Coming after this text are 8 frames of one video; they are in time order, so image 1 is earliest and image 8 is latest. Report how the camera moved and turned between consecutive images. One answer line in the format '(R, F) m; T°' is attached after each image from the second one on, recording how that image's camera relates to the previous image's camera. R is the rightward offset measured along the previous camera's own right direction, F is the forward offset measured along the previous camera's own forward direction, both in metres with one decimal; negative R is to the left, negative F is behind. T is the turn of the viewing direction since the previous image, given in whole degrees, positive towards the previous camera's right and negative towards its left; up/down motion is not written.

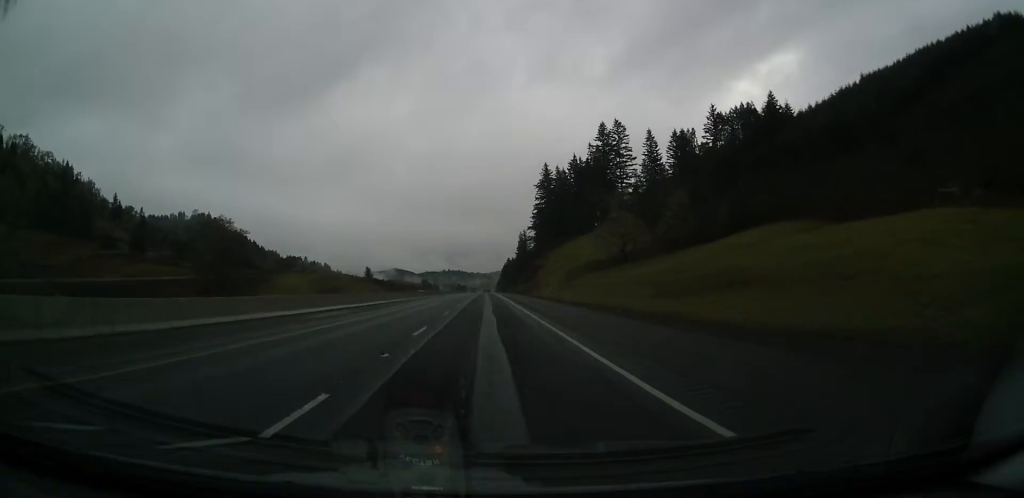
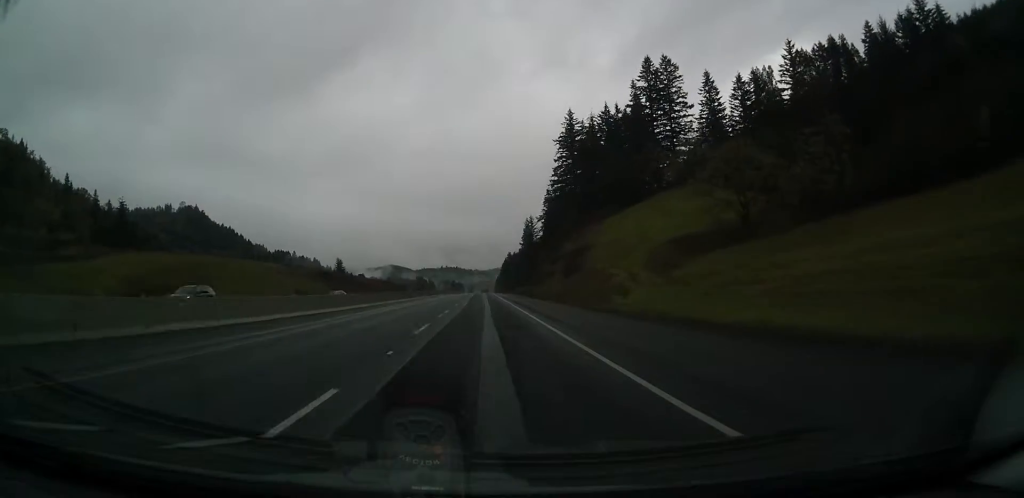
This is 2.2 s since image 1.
(-0.1, +72.8) m; -1°
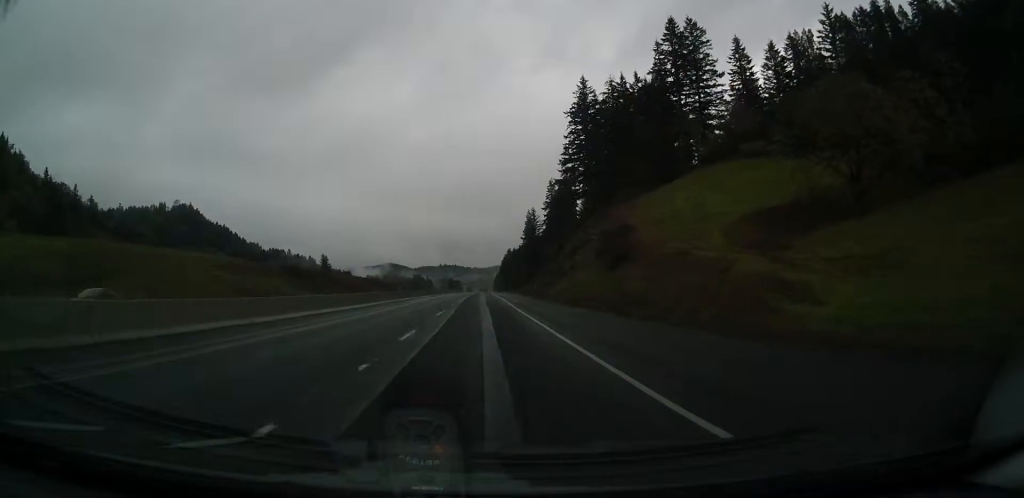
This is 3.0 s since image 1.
(0.0, +26.5) m; +1°
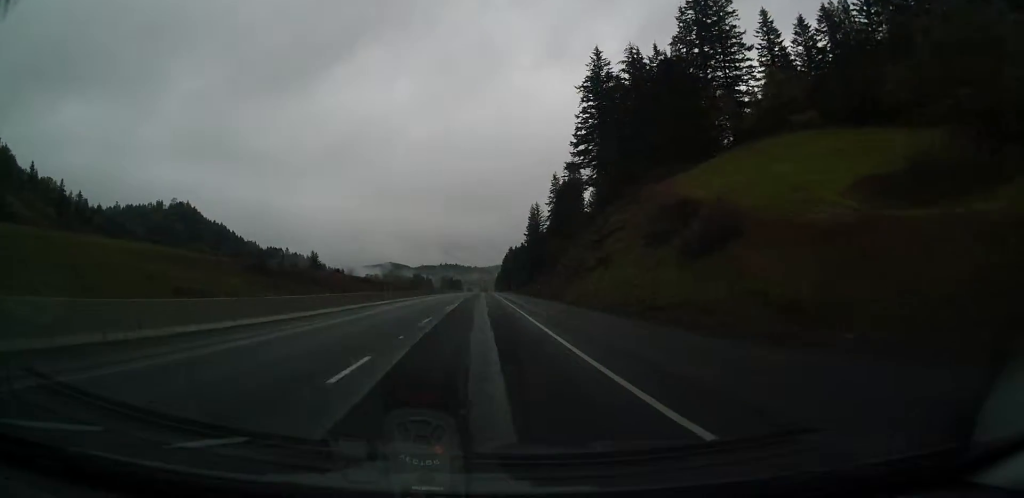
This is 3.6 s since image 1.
(+0.2, +18.7) m; 0°
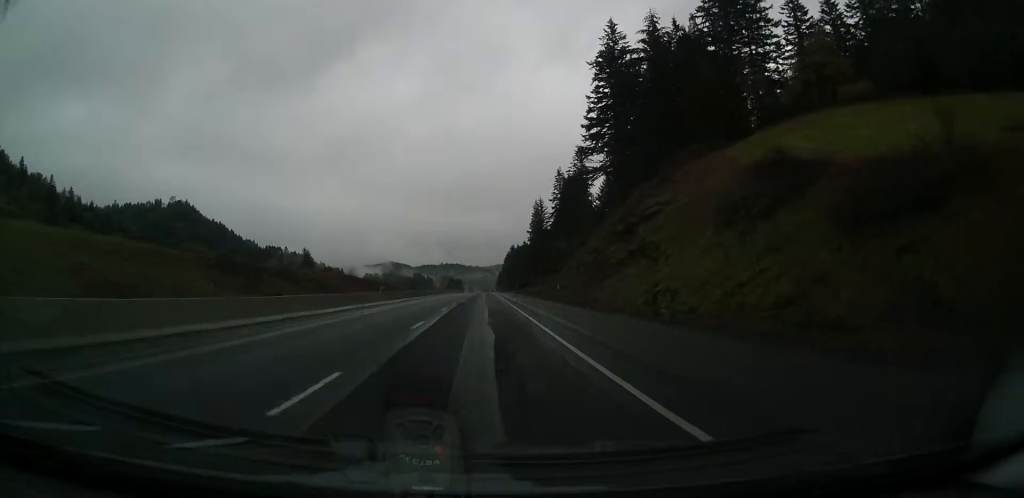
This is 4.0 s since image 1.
(+0.1, +14.3) m; 0°
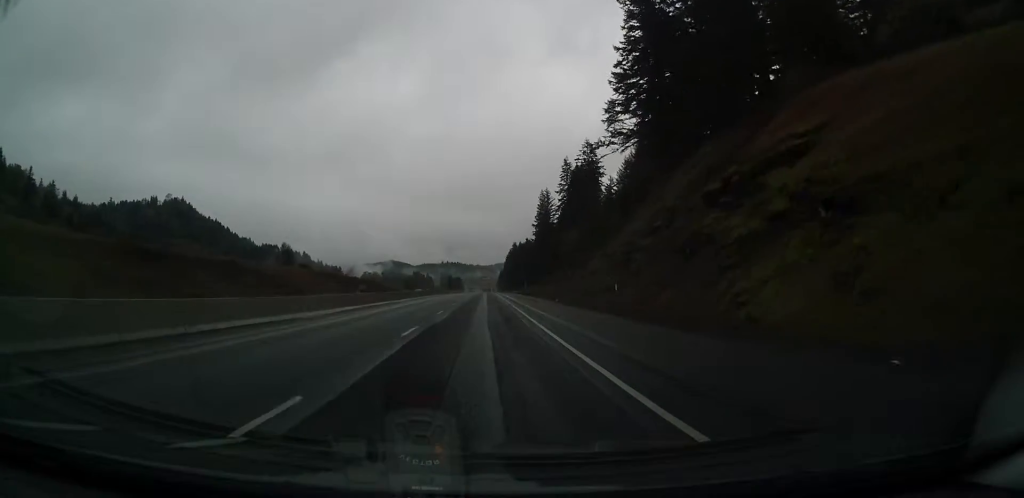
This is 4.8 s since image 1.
(-0.3, +26.5) m; 0°
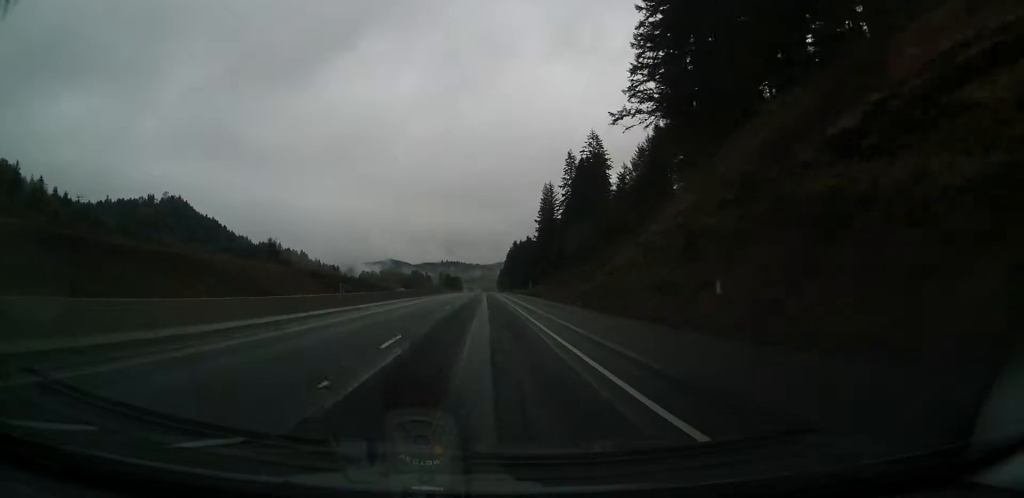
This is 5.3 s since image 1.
(+0.1, +15.5) m; 0°
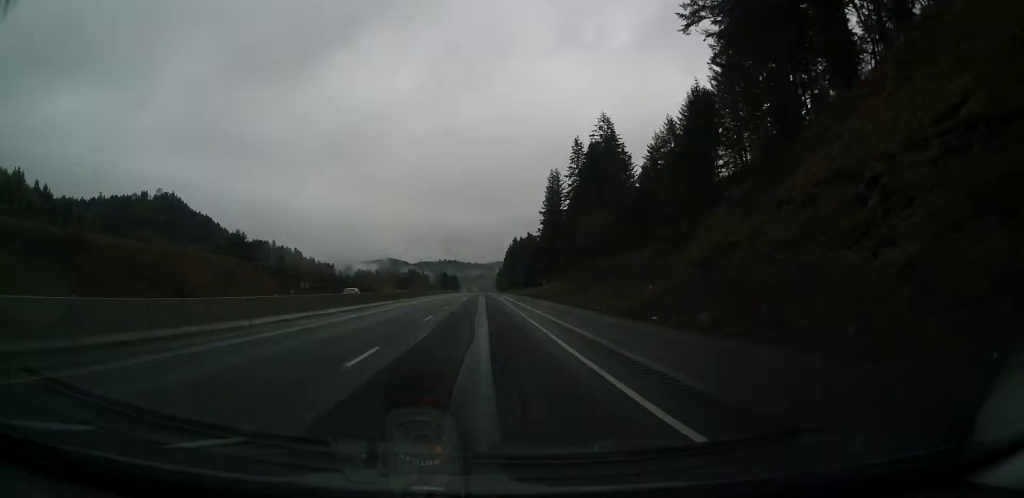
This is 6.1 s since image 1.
(+0.2, +27.7) m; 0°
